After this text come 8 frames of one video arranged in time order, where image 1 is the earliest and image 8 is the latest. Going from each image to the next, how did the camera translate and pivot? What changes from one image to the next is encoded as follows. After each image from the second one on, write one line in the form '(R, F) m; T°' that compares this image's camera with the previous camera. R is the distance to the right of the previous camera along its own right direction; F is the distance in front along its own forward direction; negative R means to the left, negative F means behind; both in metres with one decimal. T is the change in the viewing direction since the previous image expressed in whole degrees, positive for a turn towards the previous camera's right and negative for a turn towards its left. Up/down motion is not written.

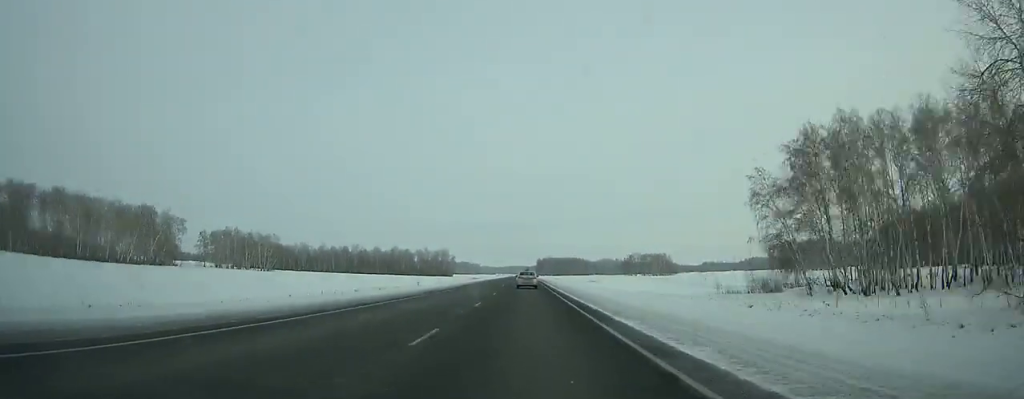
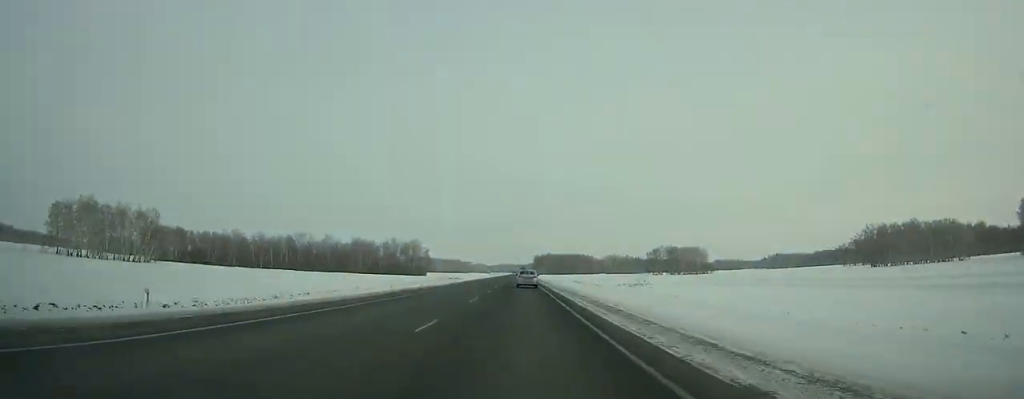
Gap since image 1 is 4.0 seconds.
(+0.4, +106.5) m; 0°
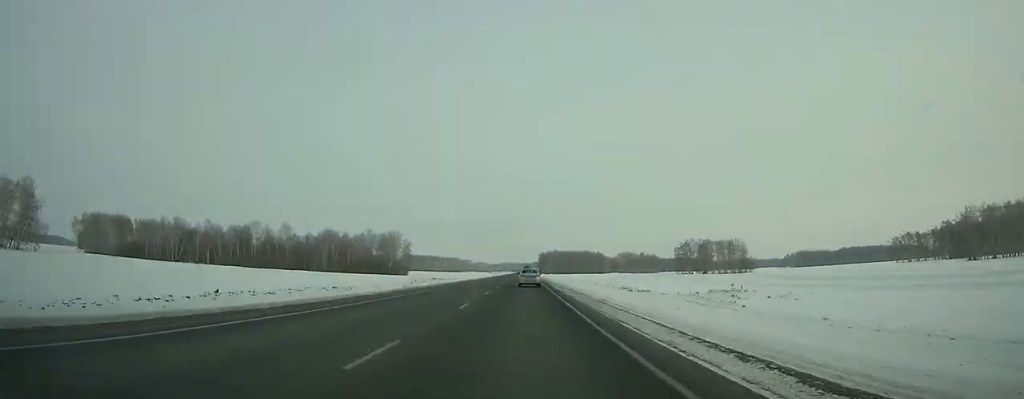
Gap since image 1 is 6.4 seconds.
(0.0, +64.2) m; 0°
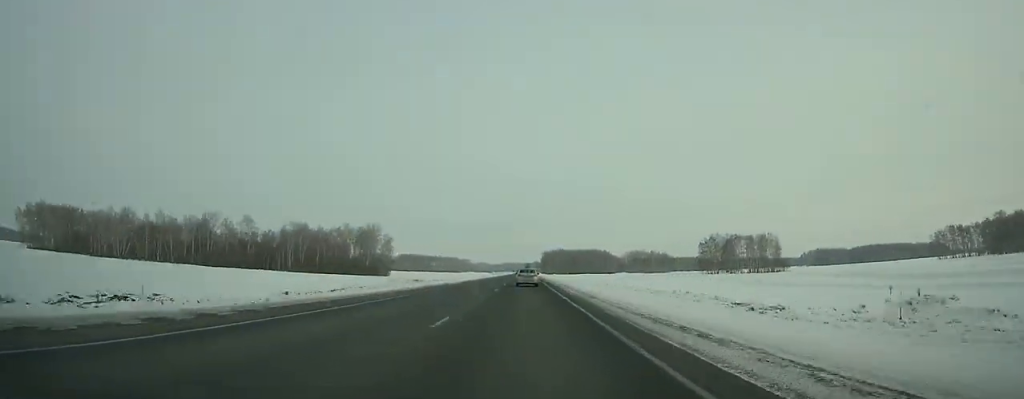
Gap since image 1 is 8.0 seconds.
(-0.1, +42.9) m; 0°
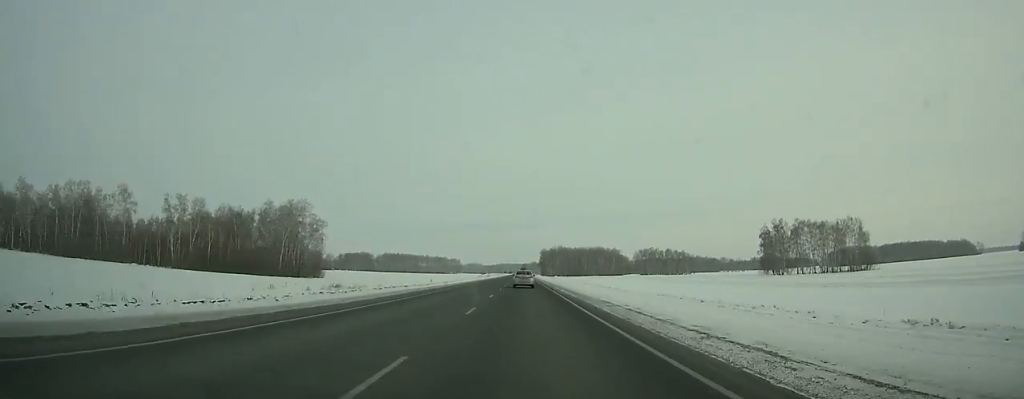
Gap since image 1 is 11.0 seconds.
(+0.1, +80.7) m; 0°
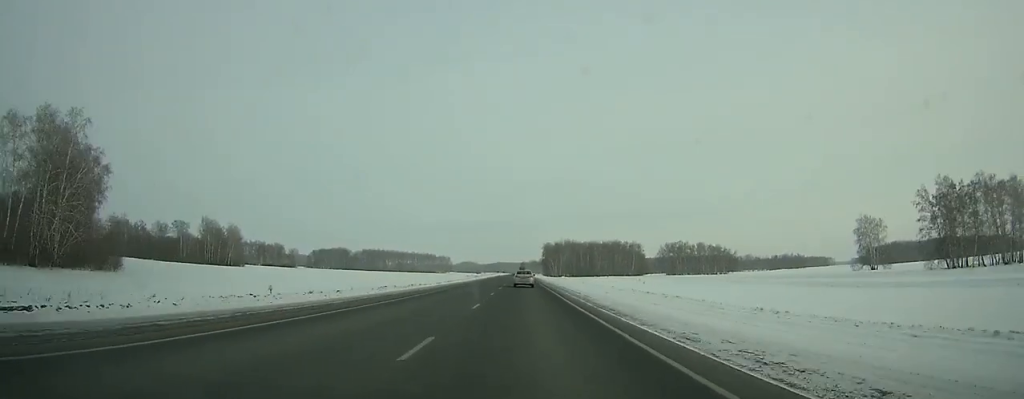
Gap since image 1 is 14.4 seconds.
(-0.1, +91.8) m; 0°
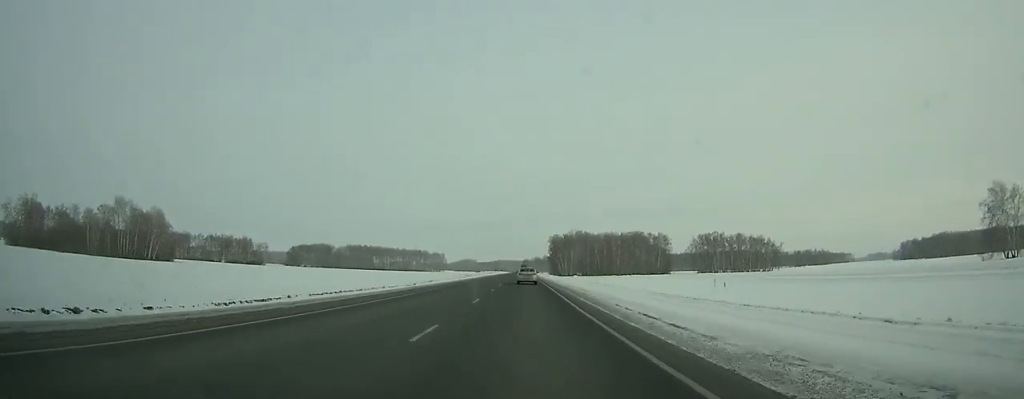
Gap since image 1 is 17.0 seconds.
(+0.1, +70.4) m; 0°
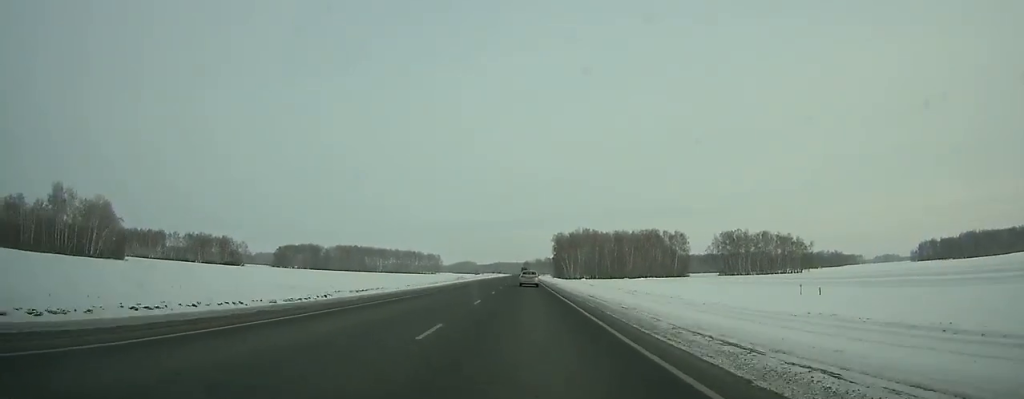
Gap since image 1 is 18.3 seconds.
(0.0, +35.4) m; 0°
